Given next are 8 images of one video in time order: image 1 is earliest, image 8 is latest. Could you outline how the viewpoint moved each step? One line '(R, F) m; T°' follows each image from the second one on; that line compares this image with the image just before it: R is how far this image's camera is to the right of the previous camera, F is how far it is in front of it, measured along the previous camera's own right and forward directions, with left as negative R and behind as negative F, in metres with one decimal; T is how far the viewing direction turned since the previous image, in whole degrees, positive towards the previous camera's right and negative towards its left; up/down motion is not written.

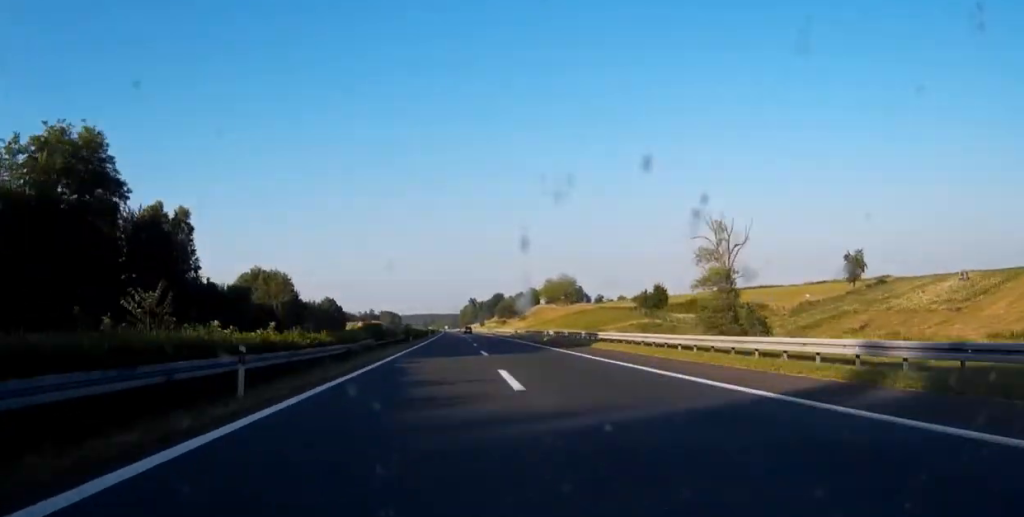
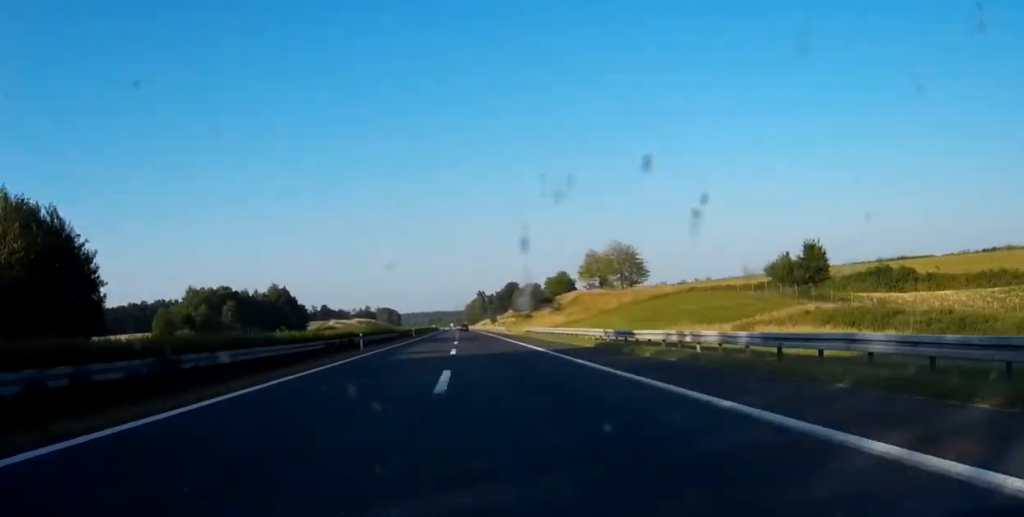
(0.0, +72.0) m; 0°
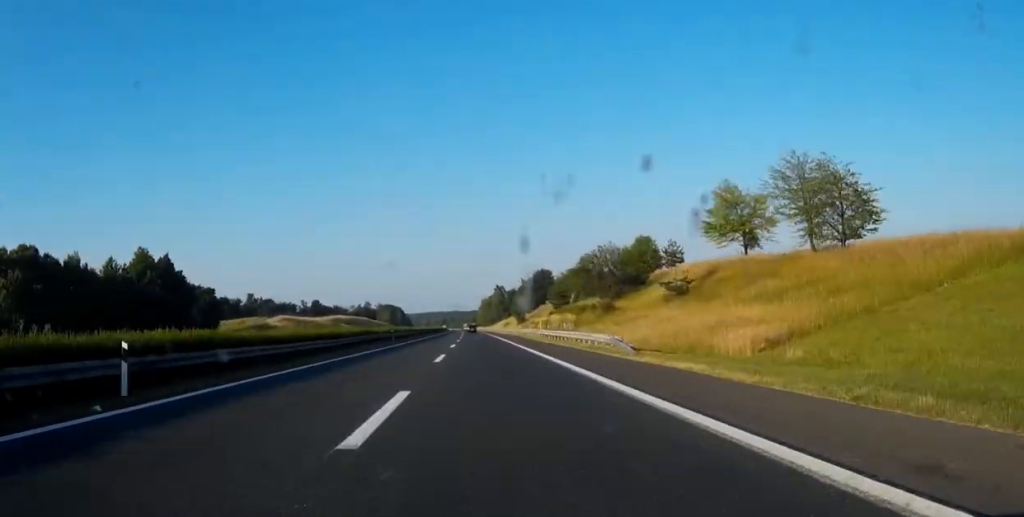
(-0.8, +76.9) m; -1°
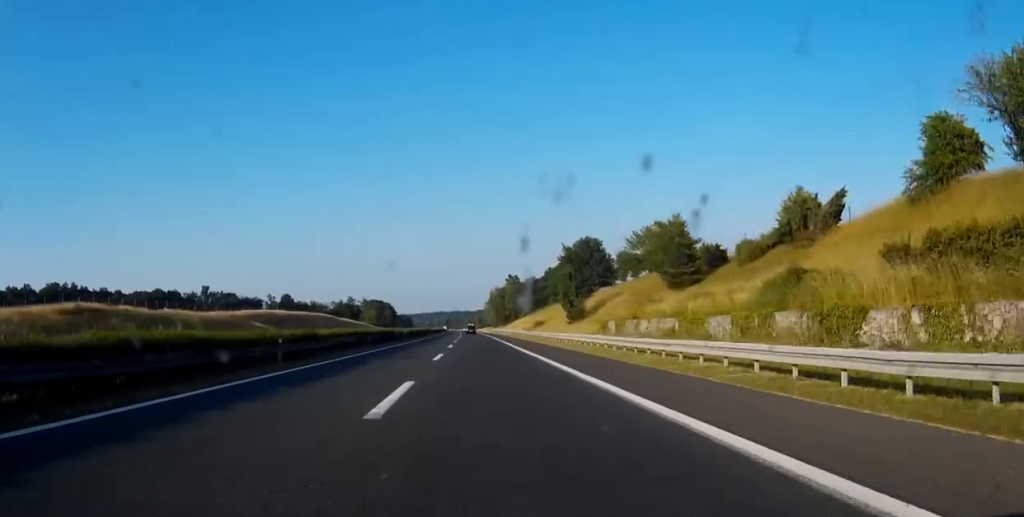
(-0.5, +86.3) m; -1°
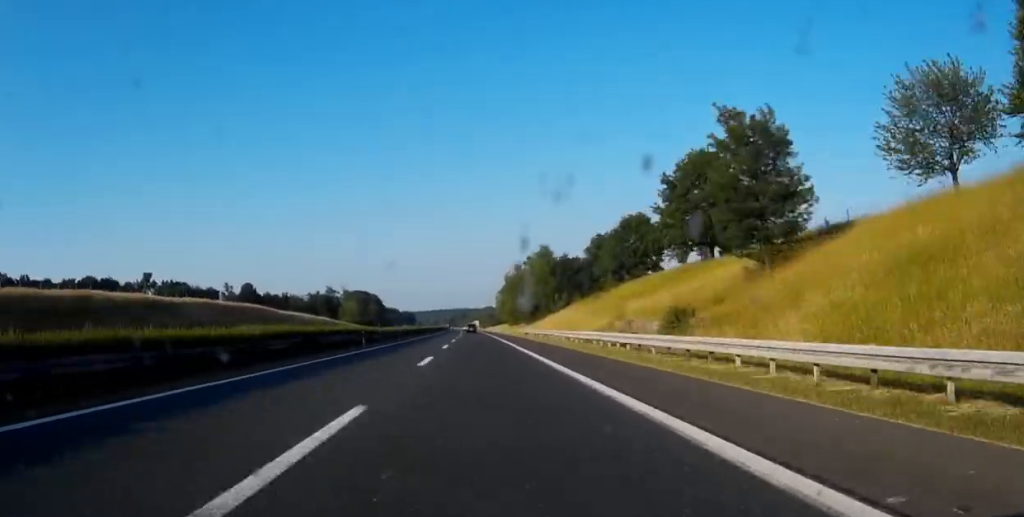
(-0.2, +76.7) m; -1°
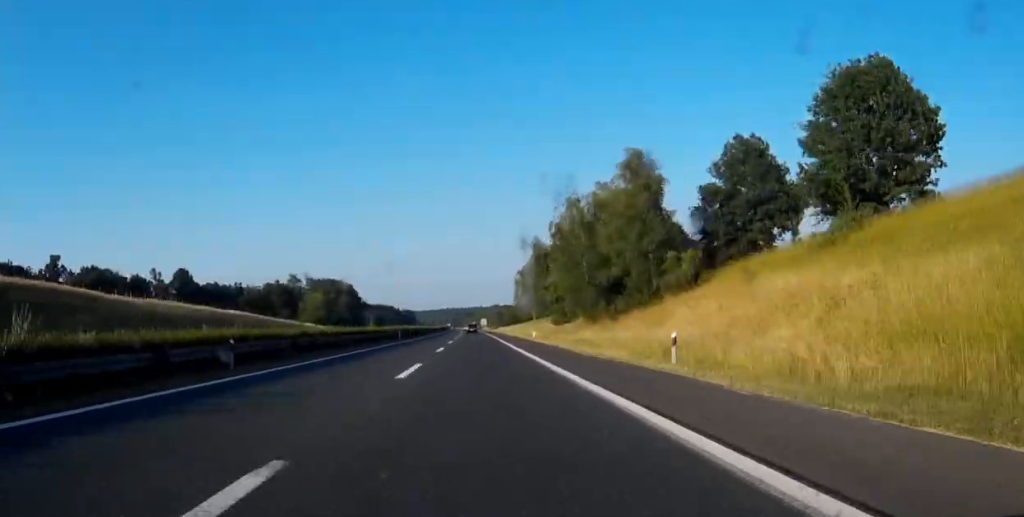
(-0.5, +76.3) m; -1°
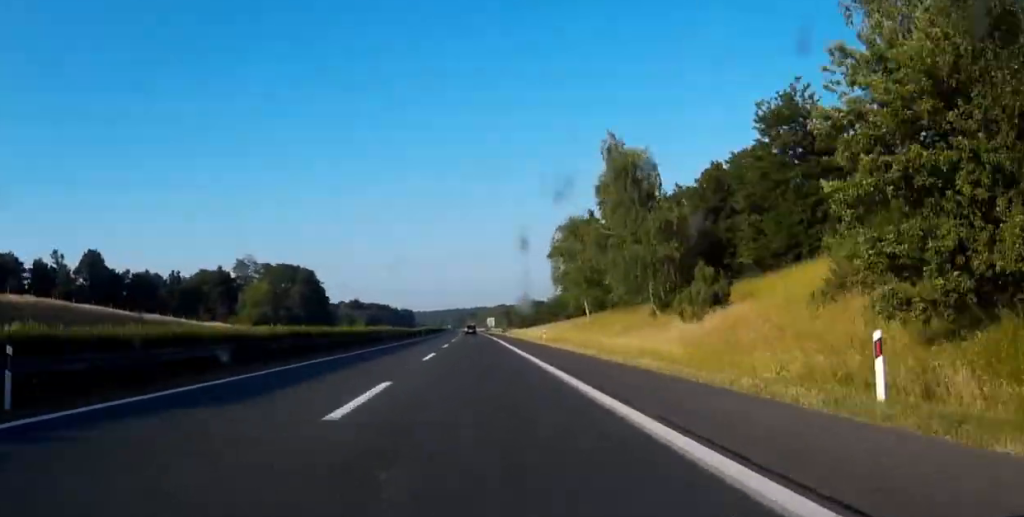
(-0.3, +61.9) m; 0°
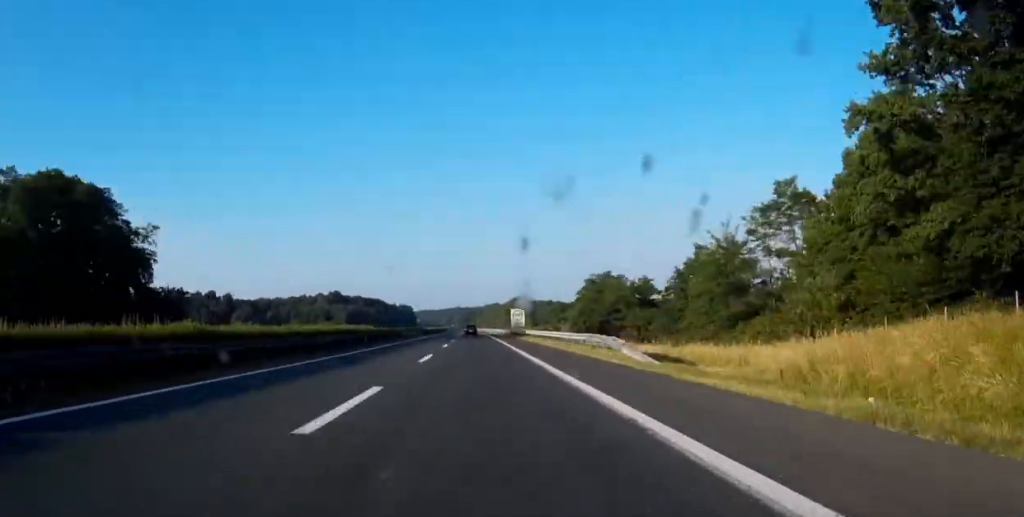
(-0.8, +108.5) m; 0°
